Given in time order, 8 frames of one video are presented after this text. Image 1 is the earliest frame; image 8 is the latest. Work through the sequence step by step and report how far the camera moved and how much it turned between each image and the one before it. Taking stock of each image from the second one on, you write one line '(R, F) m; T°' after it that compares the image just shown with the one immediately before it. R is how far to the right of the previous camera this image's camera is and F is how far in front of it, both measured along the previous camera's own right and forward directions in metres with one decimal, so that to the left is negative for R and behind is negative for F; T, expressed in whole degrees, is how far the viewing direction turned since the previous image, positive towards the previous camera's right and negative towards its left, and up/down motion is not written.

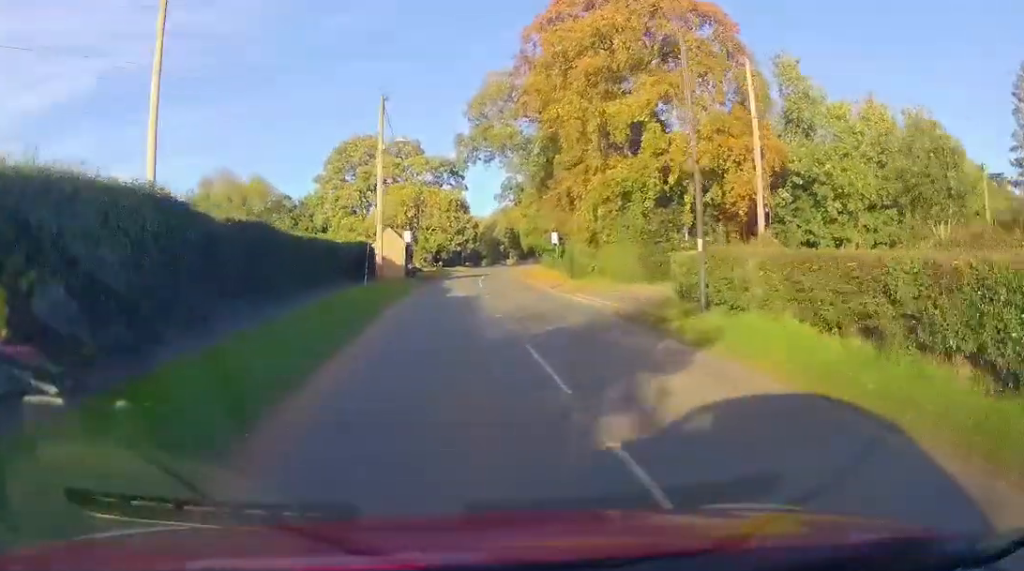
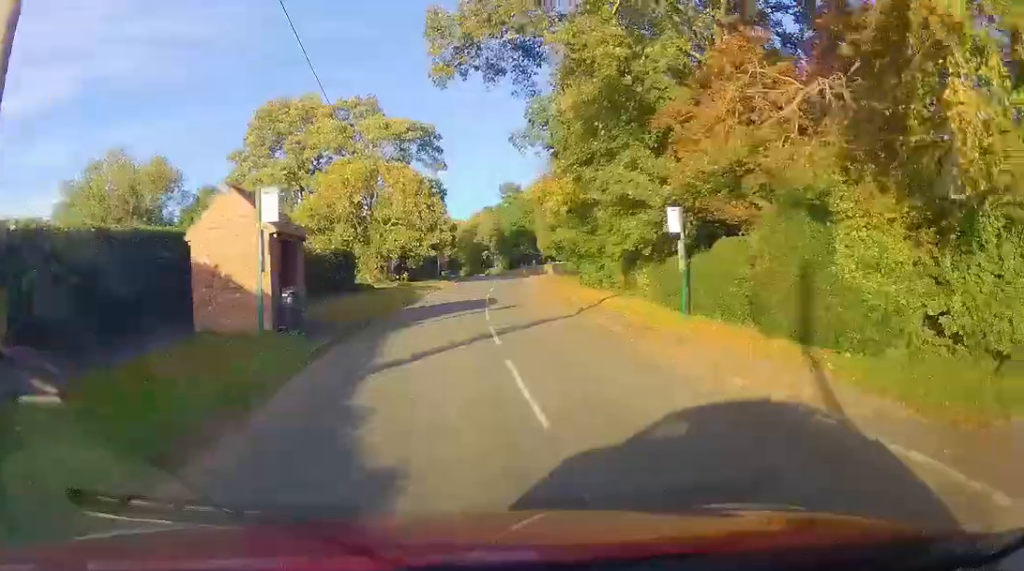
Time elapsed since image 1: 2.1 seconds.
(+0.4, +26.0) m; +2°
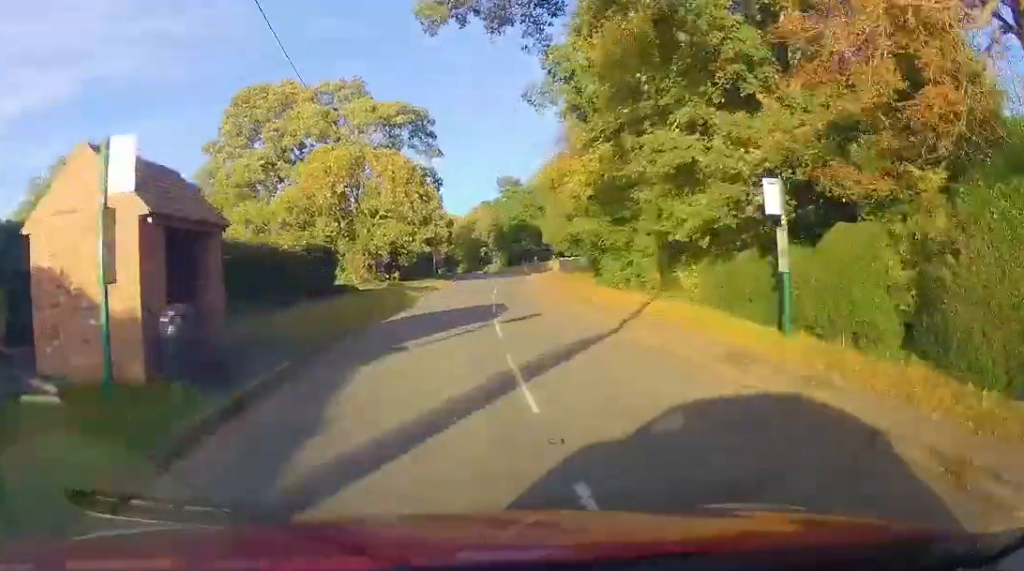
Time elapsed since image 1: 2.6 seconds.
(0.0, +5.7) m; +1°
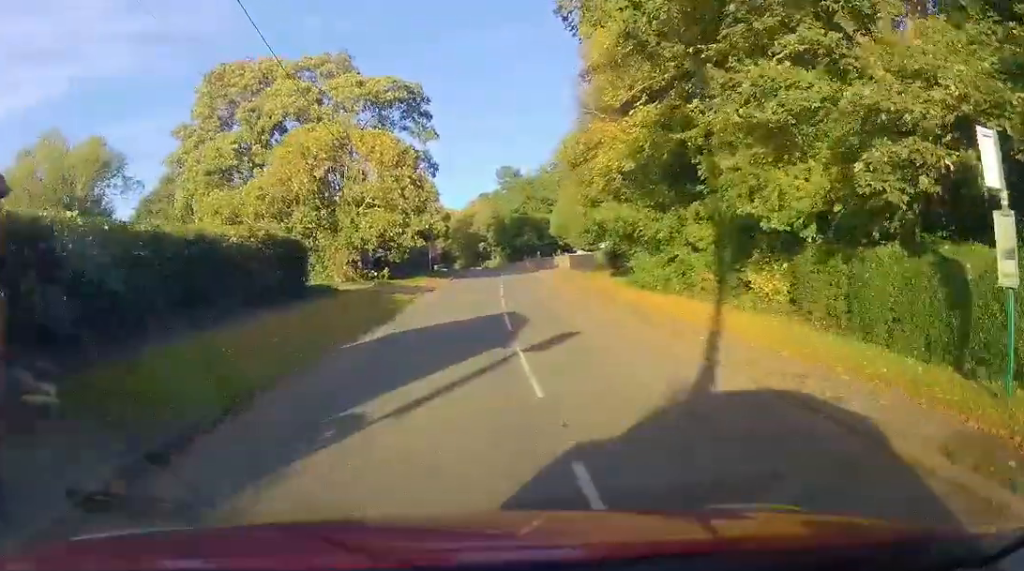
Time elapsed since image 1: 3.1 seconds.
(+0.1, +5.6) m; +1°
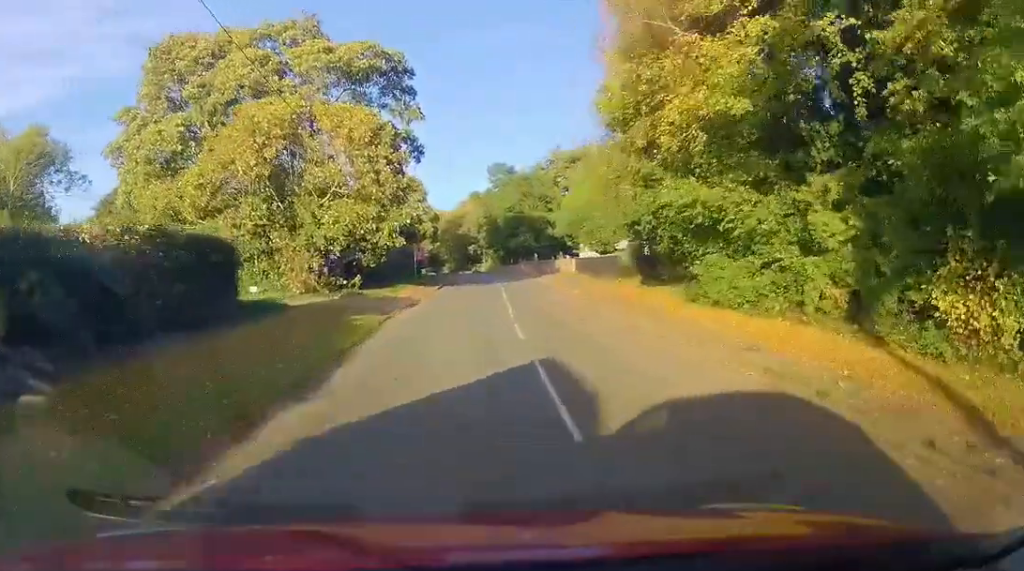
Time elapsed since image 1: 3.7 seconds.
(+0.1, +7.6) m; +1°
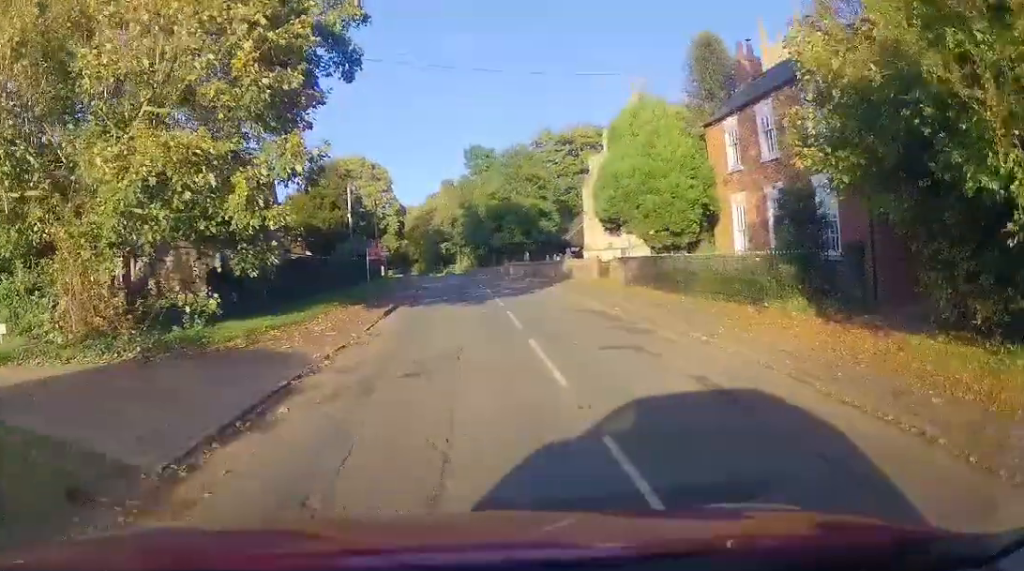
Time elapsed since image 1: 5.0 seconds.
(+0.1, +16.3) m; +2°
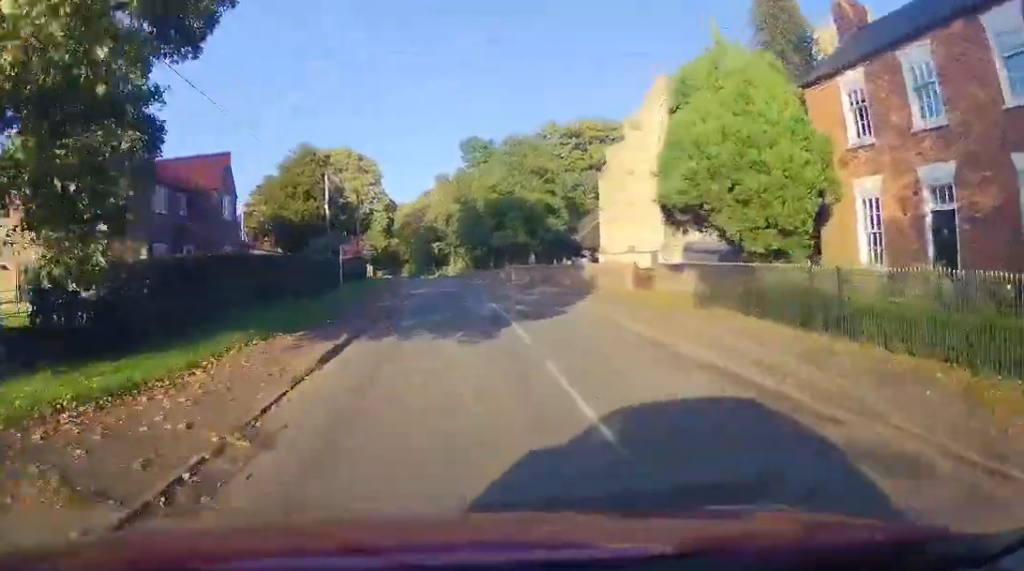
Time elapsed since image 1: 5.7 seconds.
(-0.2, +8.2) m; +3°
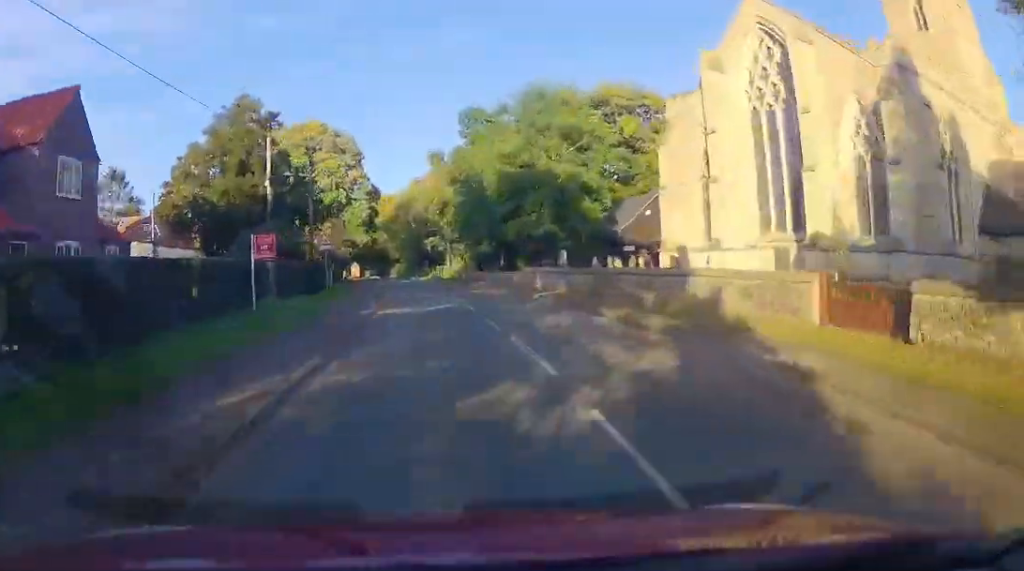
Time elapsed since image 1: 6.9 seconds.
(+1.1, +15.0) m; 0°
